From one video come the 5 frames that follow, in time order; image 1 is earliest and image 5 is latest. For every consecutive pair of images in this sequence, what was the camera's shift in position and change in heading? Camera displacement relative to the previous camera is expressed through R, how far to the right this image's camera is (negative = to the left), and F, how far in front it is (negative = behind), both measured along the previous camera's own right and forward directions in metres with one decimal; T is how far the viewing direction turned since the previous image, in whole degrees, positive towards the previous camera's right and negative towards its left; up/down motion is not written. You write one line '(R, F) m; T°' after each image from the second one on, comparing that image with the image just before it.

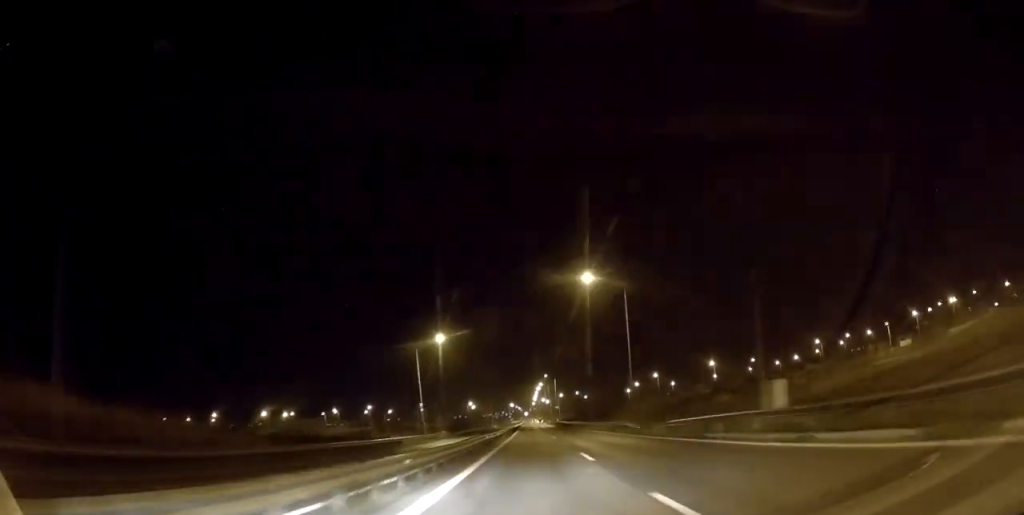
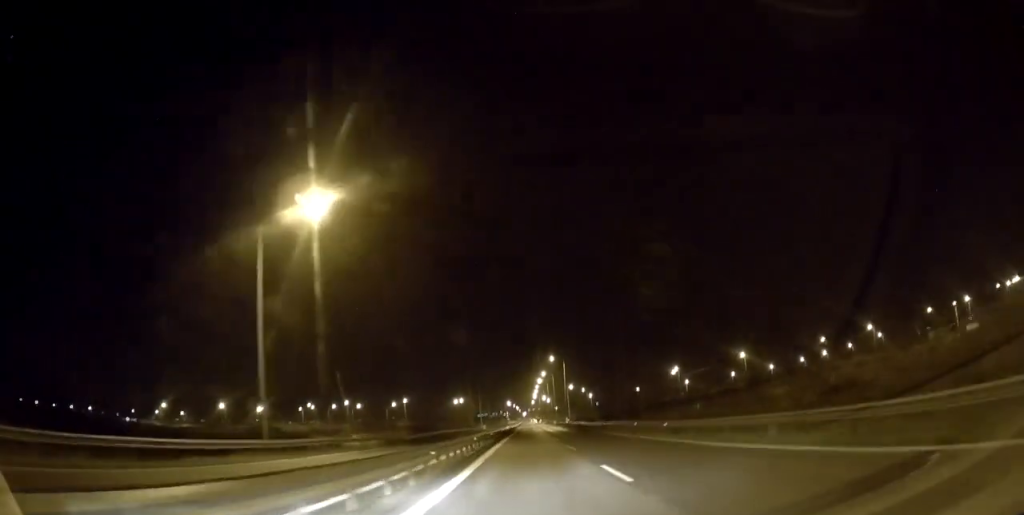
(+0.4, +43.5) m; 0°
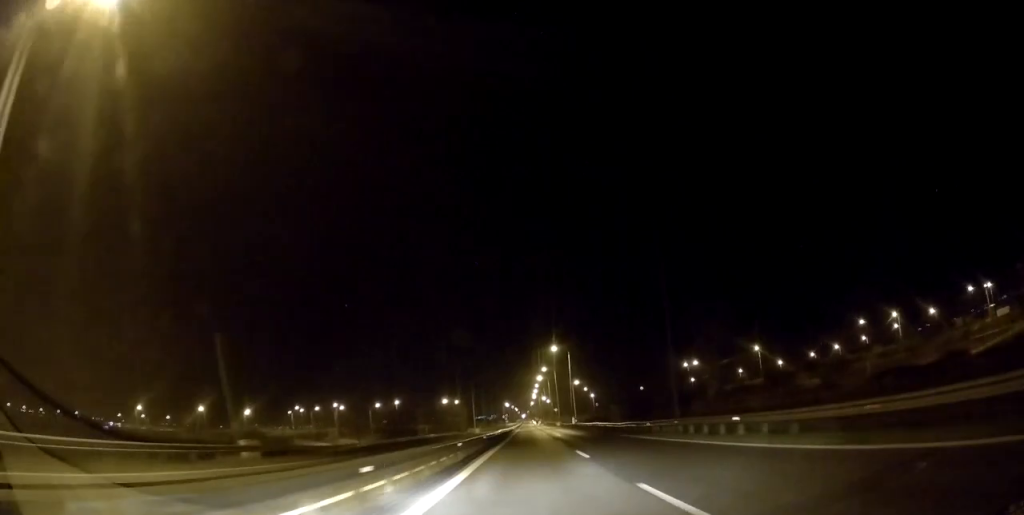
(-0.3, +17.7) m; 0°
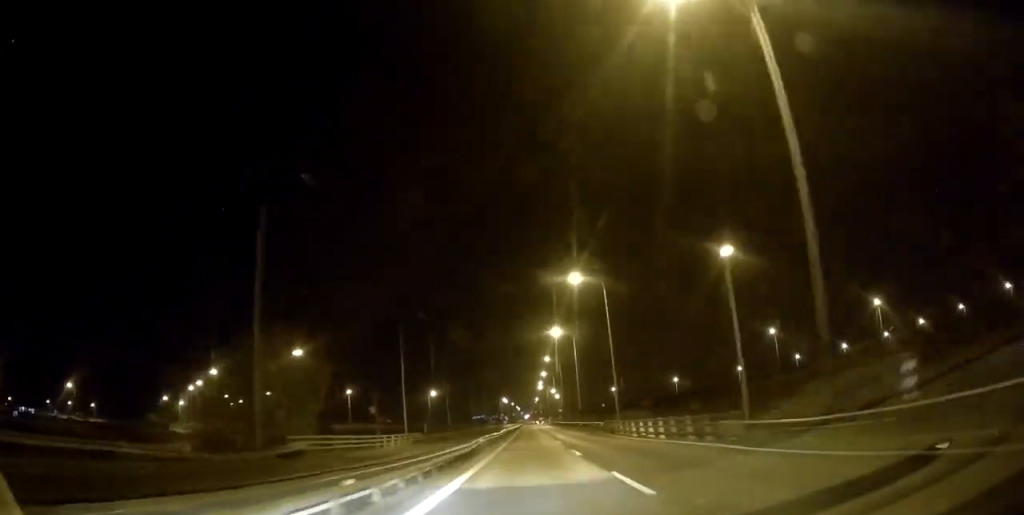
(-0.5, +84.6) m; 0°
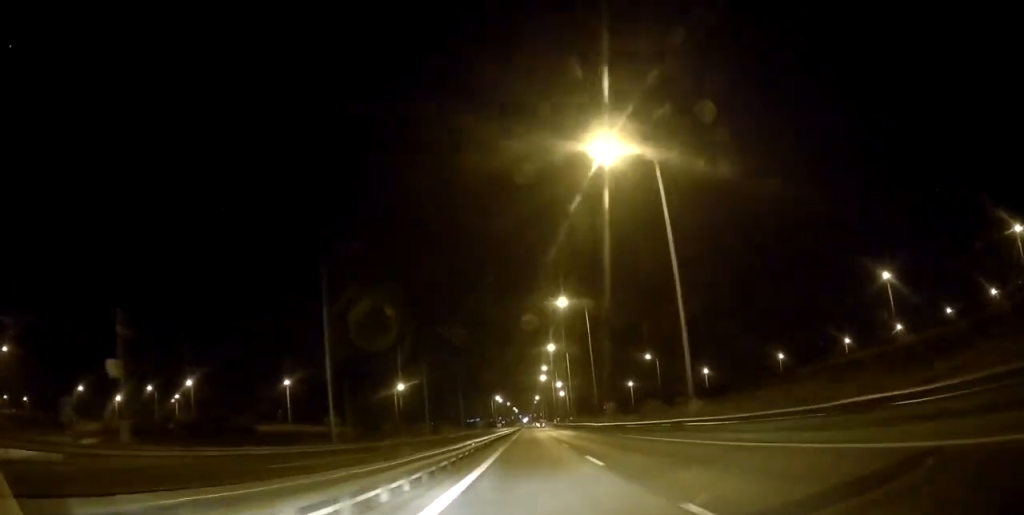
(+0.4, +56.4) m; 0°
